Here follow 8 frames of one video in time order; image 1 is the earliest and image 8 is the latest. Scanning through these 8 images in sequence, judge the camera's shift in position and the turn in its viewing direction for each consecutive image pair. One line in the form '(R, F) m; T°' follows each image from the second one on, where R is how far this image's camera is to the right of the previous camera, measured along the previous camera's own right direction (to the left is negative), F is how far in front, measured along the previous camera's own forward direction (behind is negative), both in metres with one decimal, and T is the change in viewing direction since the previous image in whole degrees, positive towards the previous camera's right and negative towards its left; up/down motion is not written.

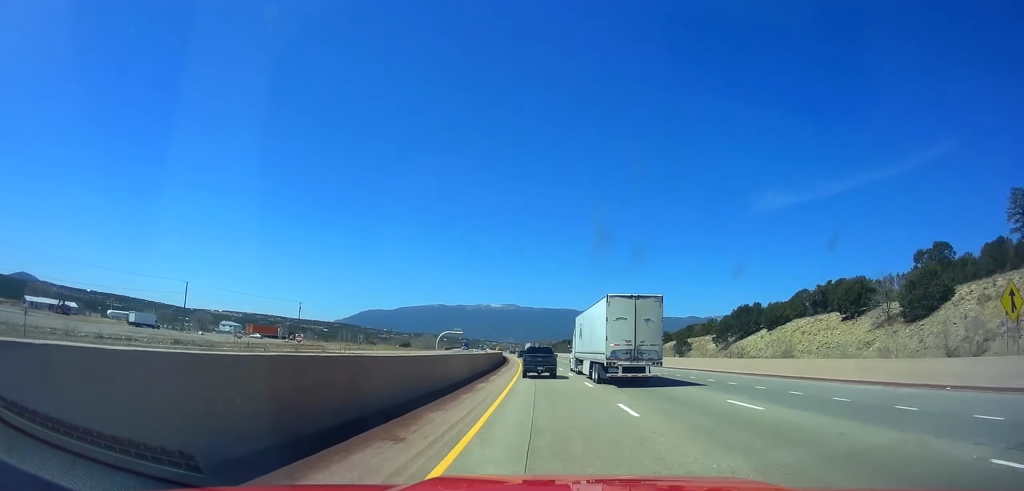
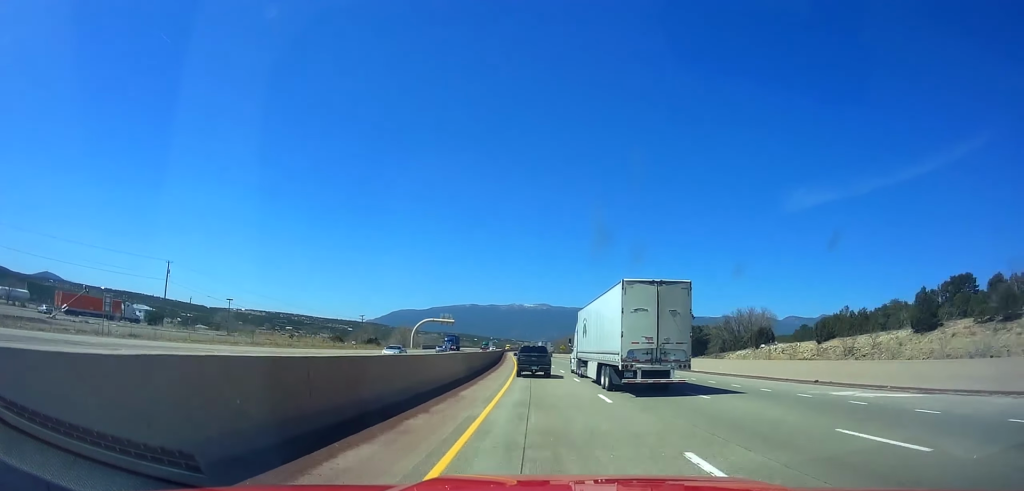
(-2.7, +89.4) m; -4°
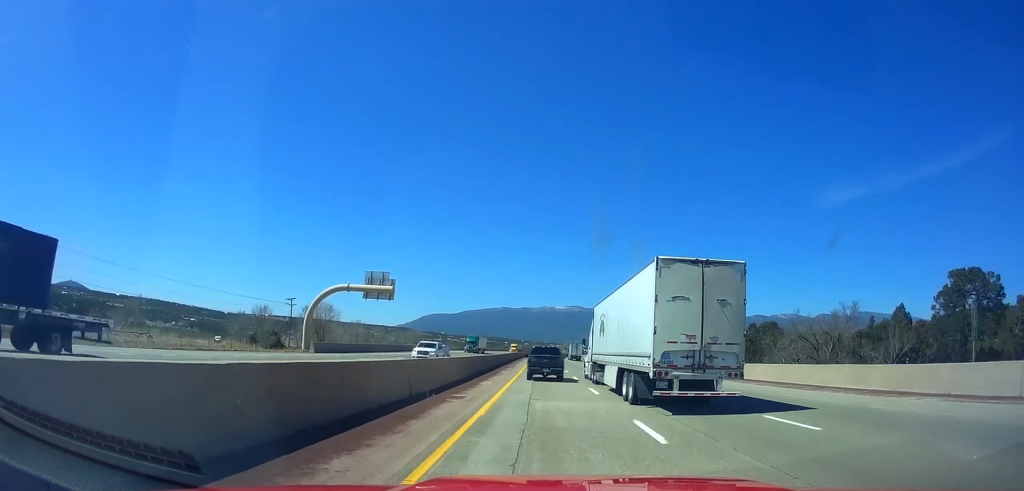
(-2.0, +78.5) m; -2°
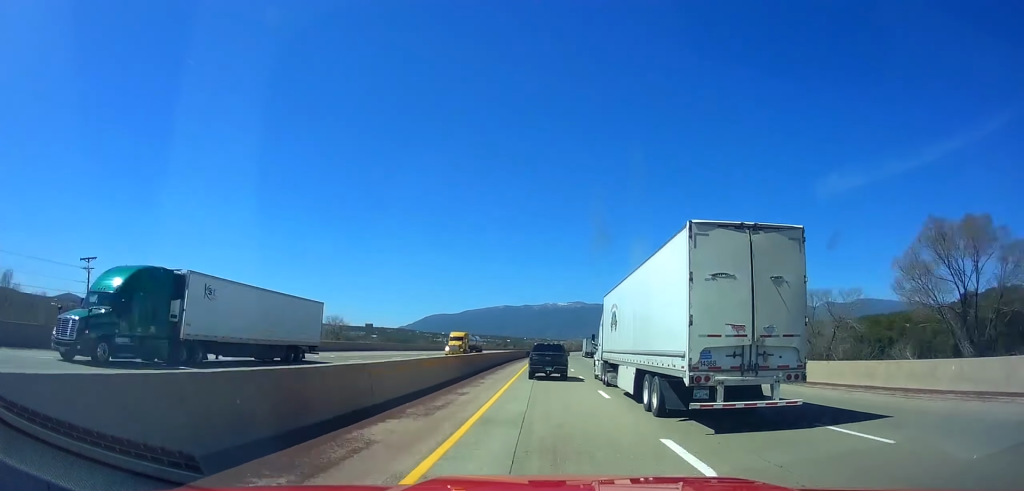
(-2.0, +63.1) m; -1°
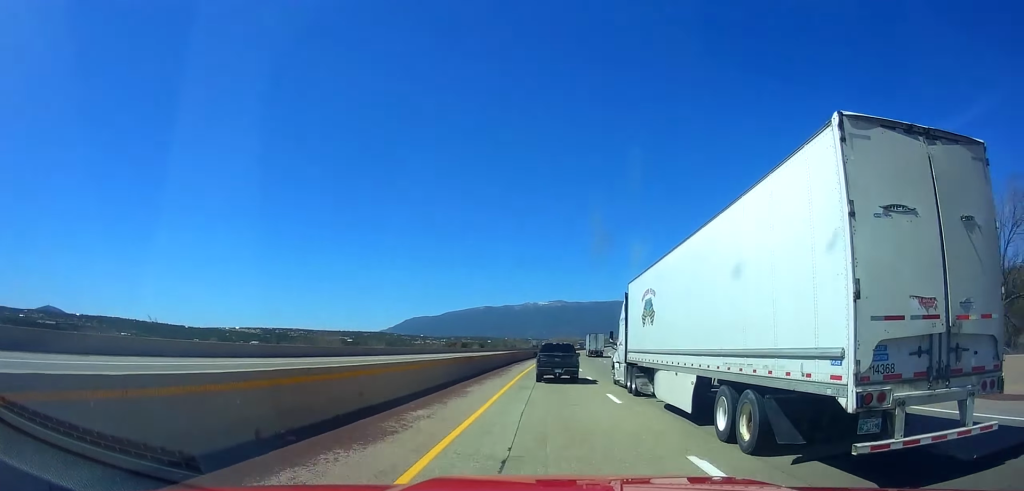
(+0.8, +73.6) m; +1°
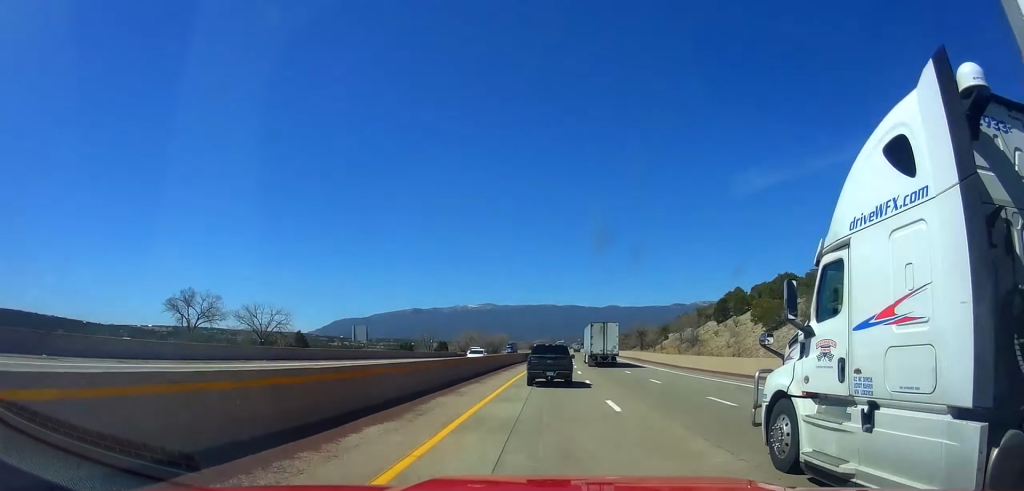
(+6.9, +170.2) m; +5°
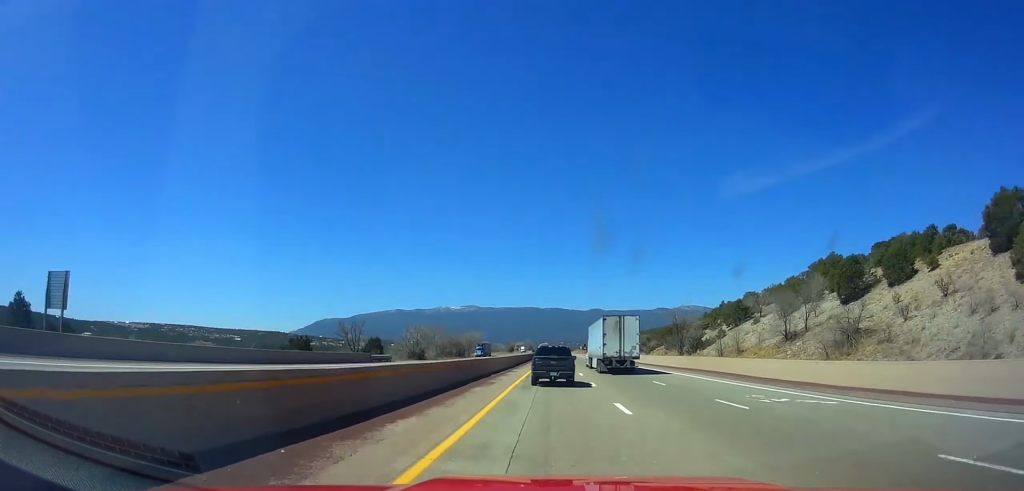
(+0.9, +49.8) m; +2°
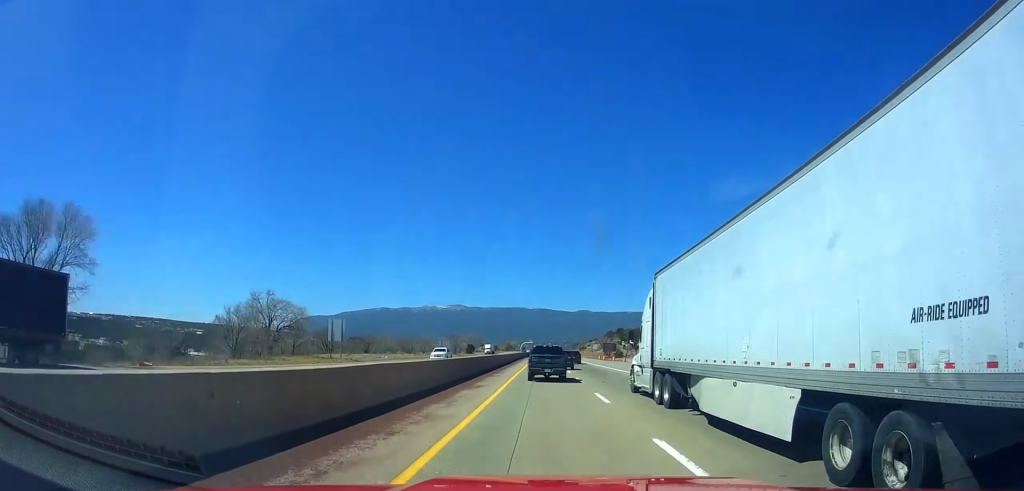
(+5.8, +167.7) m; +2°
